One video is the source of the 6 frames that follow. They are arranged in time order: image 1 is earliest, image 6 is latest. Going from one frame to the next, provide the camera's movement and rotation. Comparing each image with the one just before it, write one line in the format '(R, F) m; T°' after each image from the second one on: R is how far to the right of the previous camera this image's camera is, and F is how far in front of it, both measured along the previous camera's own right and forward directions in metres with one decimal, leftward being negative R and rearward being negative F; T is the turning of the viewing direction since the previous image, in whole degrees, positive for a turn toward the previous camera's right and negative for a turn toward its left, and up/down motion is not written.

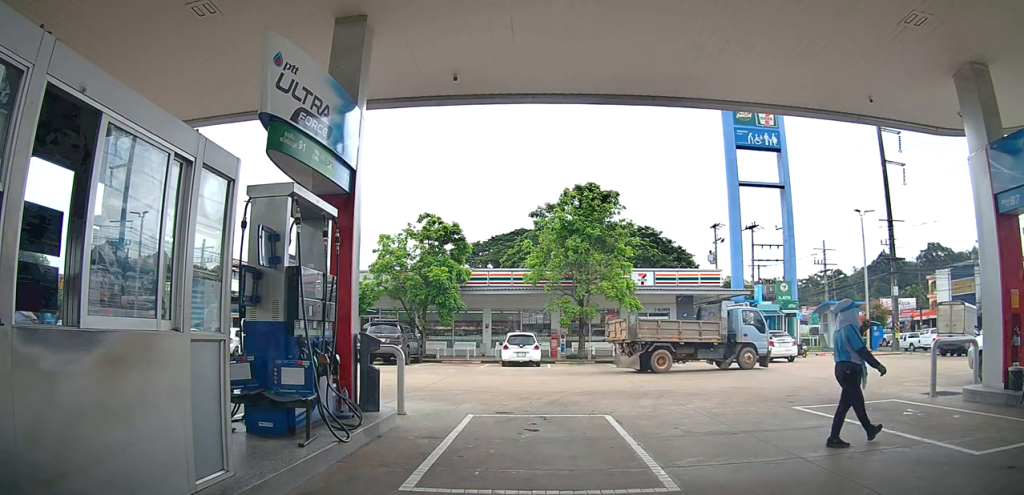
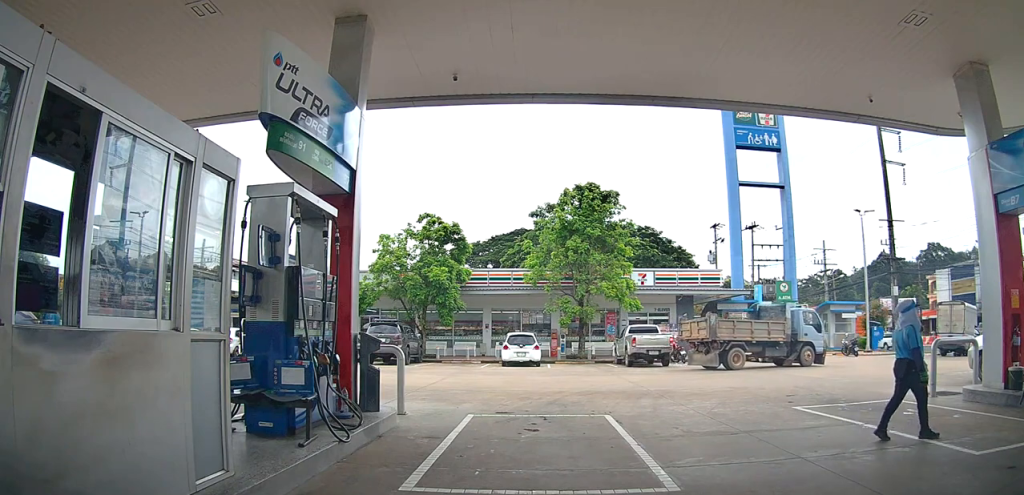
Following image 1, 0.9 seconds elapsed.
(0.0, 0.0) m; 0°
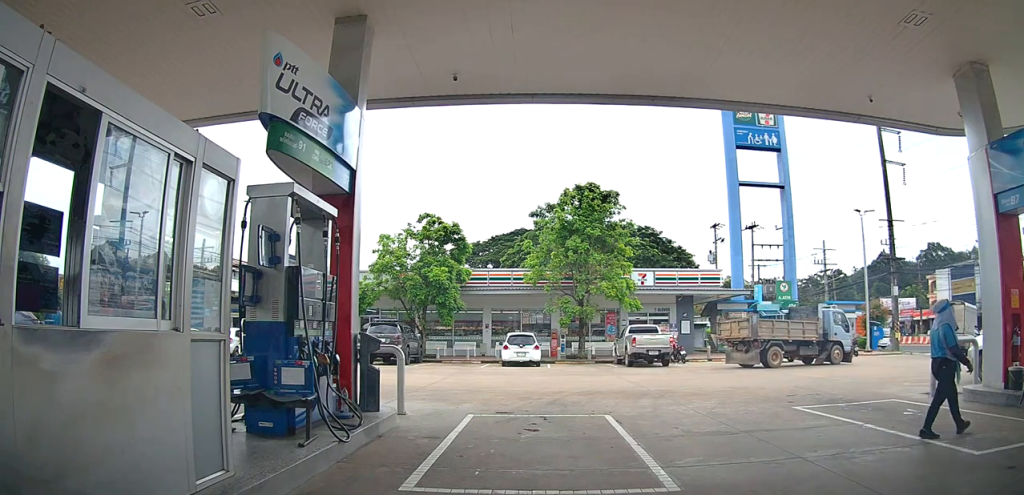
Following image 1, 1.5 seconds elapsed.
(0.0, 0.0) m; 0°
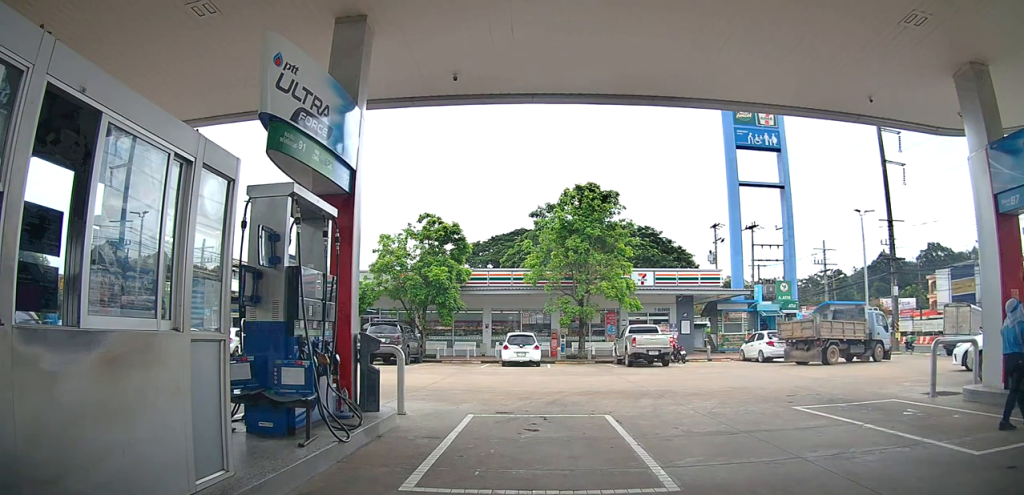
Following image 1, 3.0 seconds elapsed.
(0.0, 0.0) m; 0°
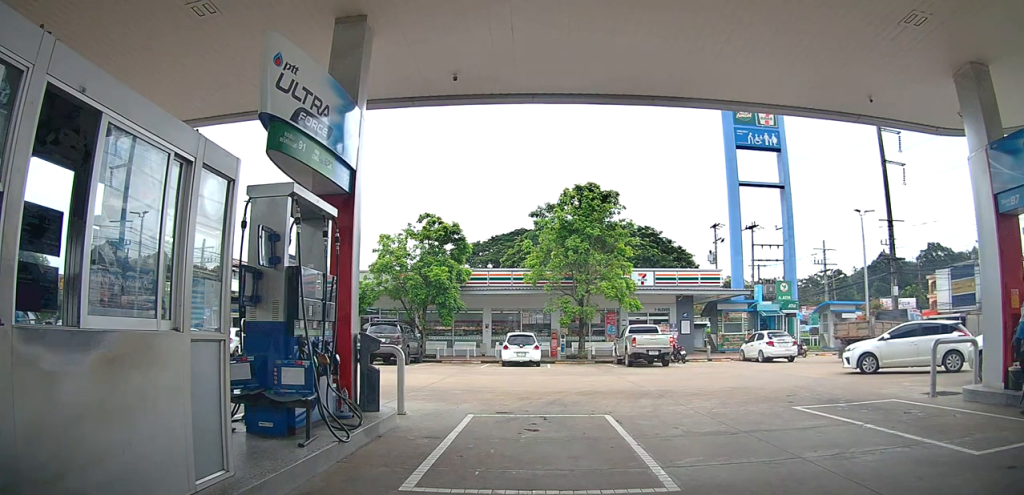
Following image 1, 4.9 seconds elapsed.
(0.0, 0.0) m; 0°
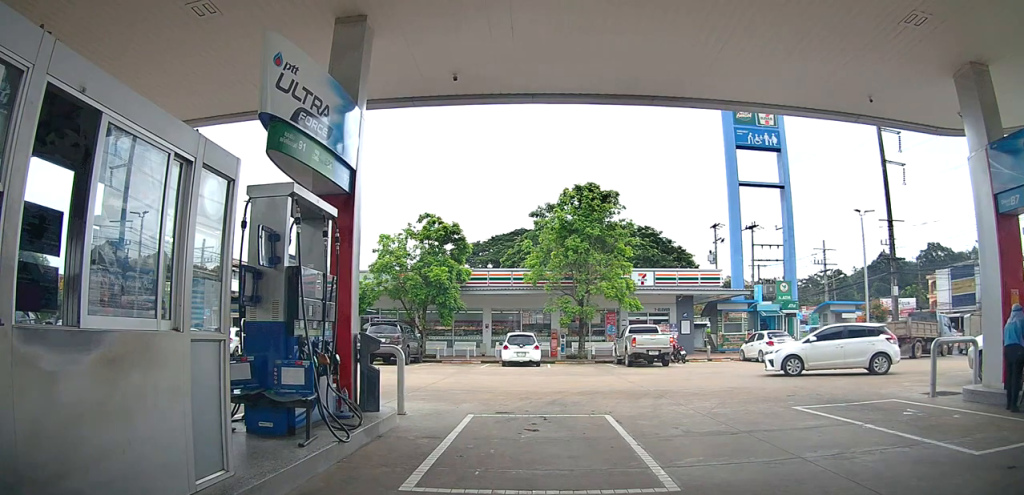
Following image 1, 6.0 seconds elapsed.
(0.0, 0.0) m; 0°
